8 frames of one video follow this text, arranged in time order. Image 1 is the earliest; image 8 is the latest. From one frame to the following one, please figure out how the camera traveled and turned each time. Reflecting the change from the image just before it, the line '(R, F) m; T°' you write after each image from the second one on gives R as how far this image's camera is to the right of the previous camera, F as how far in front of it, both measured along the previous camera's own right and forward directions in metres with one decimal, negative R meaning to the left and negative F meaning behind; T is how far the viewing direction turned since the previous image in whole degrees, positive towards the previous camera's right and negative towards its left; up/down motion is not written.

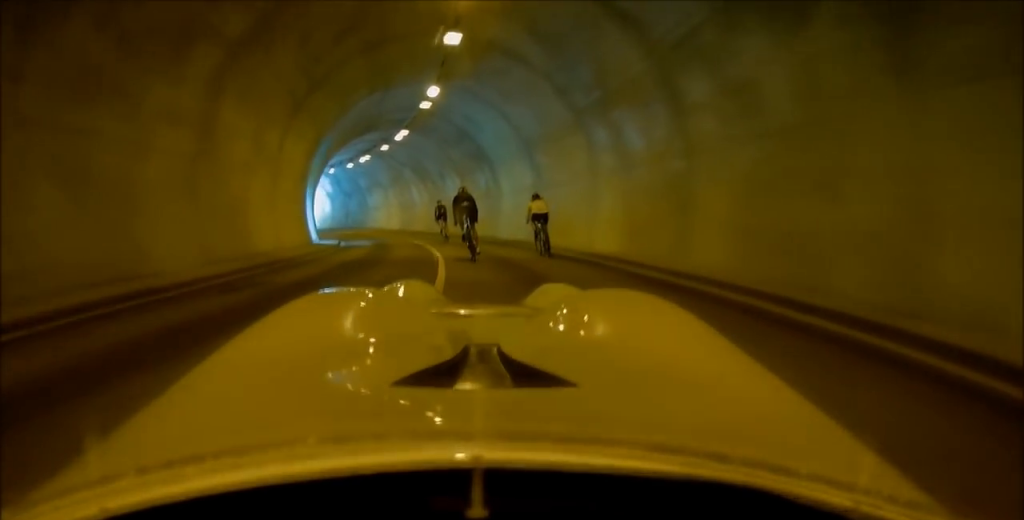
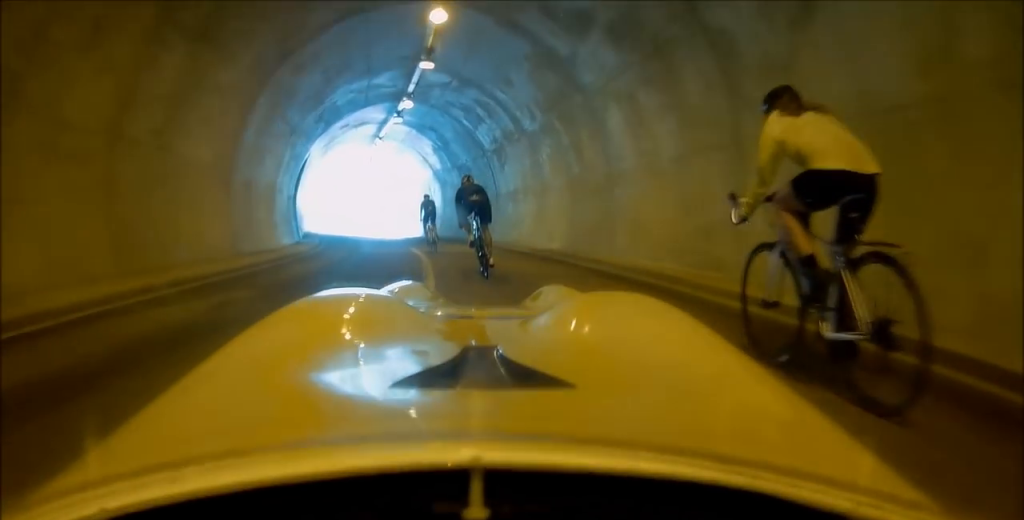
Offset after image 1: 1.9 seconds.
(+0.6, +32.8) m; +1°
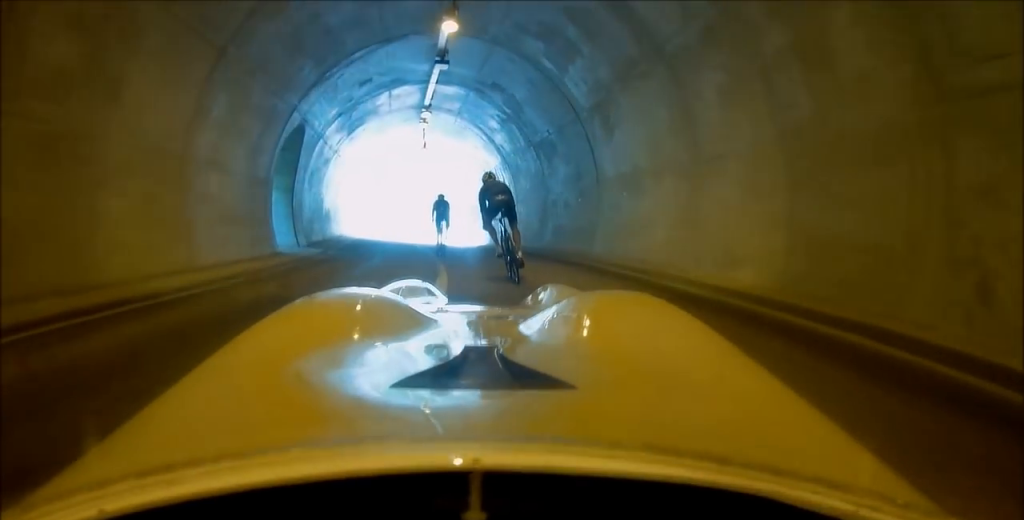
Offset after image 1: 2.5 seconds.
(+0.1, +10.3) m; 0°
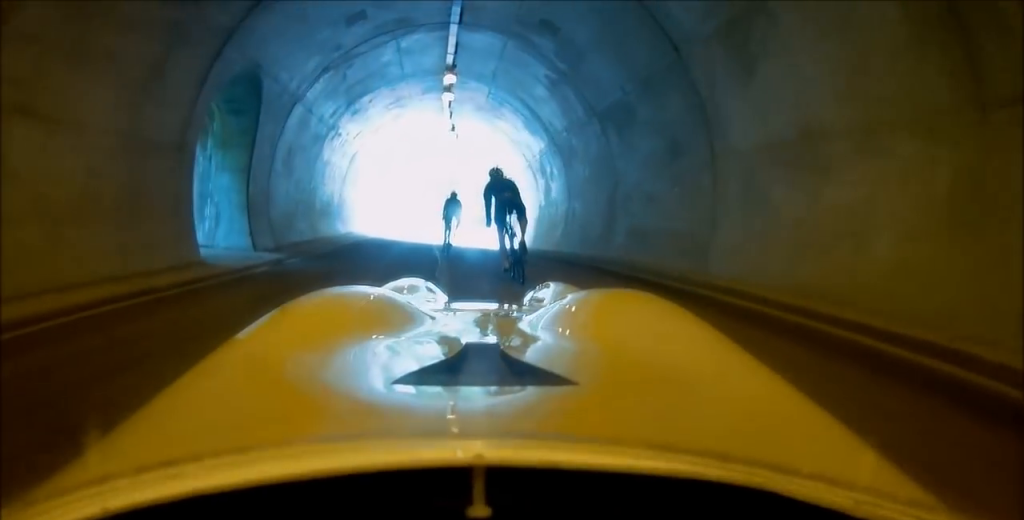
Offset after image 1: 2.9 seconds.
(0.0, +7.1) m; 0°
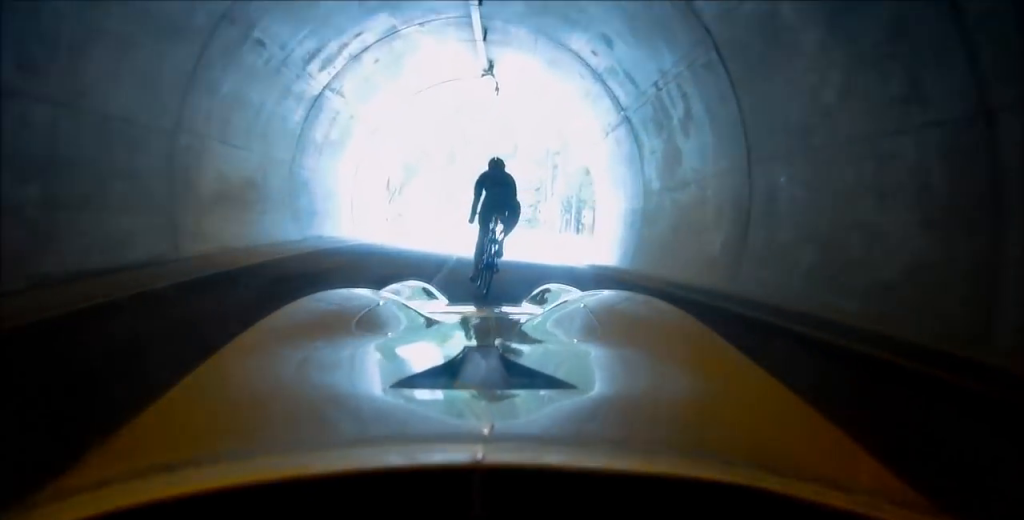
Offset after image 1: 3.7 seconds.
(0.0, +13.2) m; -2°
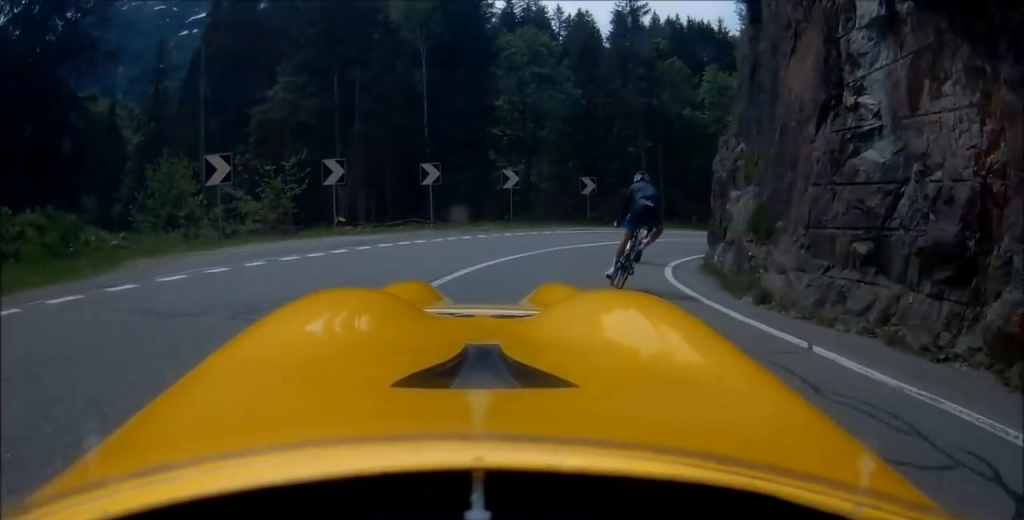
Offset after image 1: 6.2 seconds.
(-10.9, +32.7) m; -45°
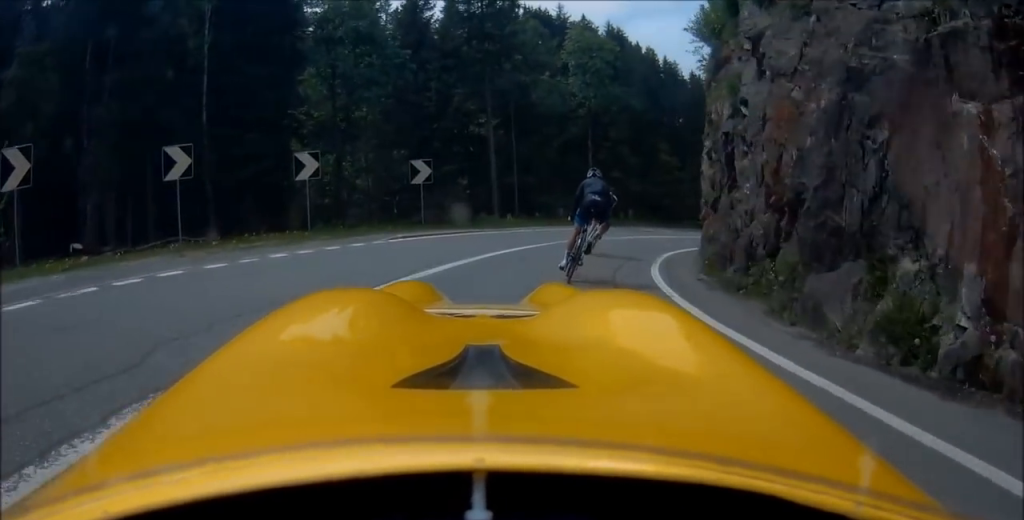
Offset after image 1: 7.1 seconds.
(-1.6, +9.5) m; +8°
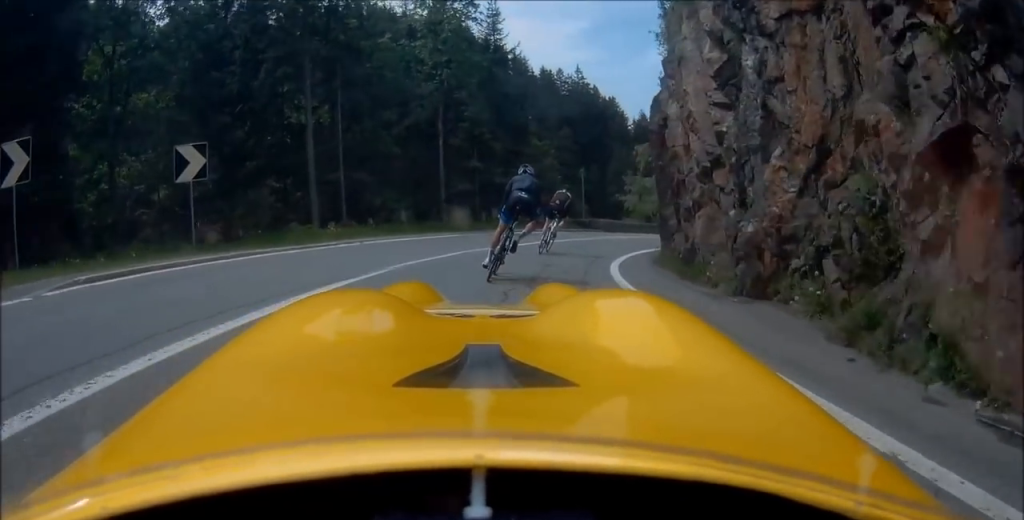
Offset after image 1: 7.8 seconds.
(+2.5, +7.5) m; +15°
